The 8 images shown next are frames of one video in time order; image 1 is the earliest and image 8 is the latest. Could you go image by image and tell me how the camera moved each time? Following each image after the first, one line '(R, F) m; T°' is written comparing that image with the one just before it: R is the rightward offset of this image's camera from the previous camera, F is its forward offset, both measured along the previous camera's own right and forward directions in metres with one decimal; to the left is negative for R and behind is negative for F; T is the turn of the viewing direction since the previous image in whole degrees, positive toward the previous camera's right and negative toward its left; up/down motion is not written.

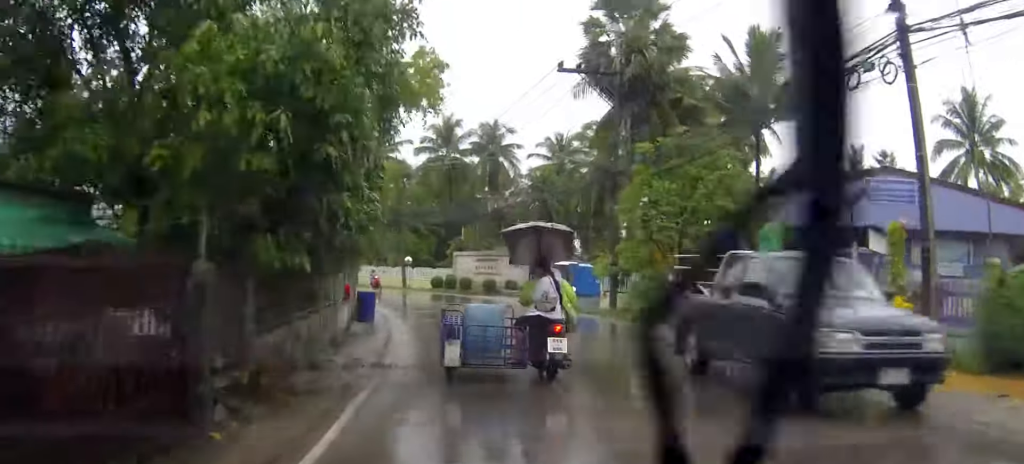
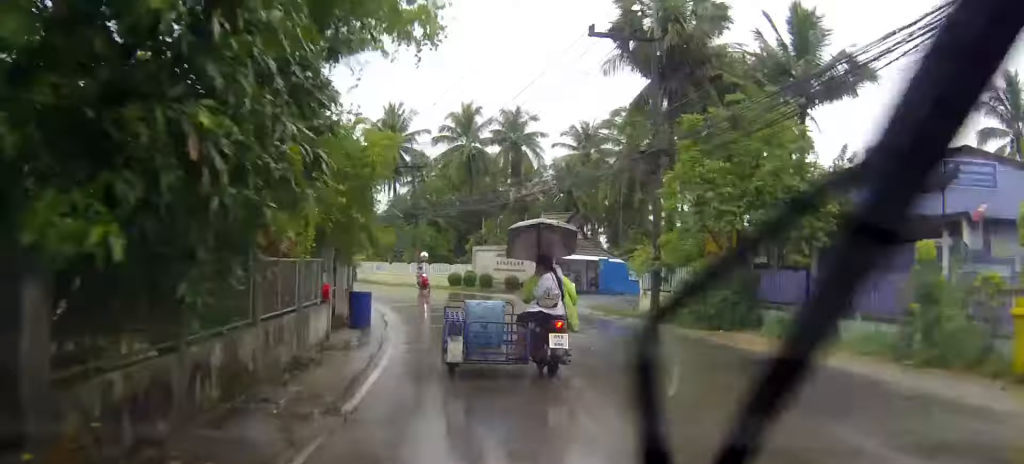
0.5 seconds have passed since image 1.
(+0.1, +4.8) m; -3°
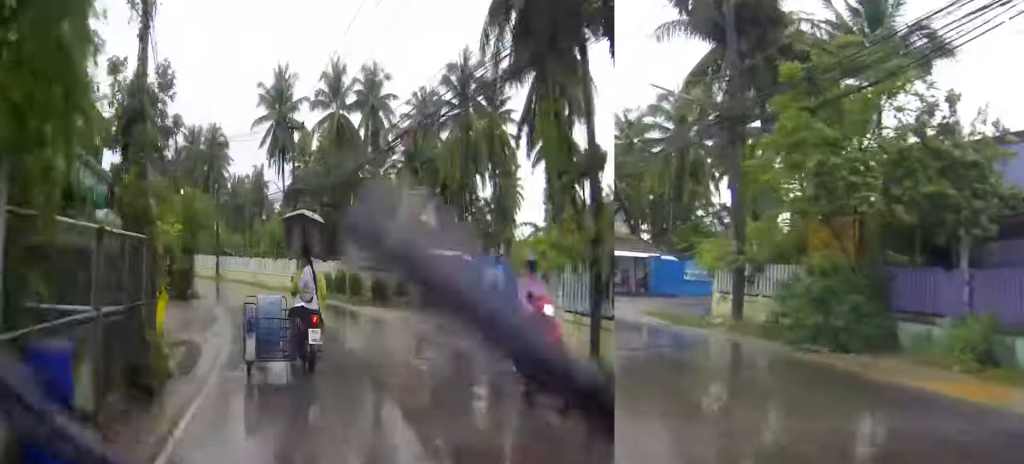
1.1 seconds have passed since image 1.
(-0.2, +6.4) m; -4°
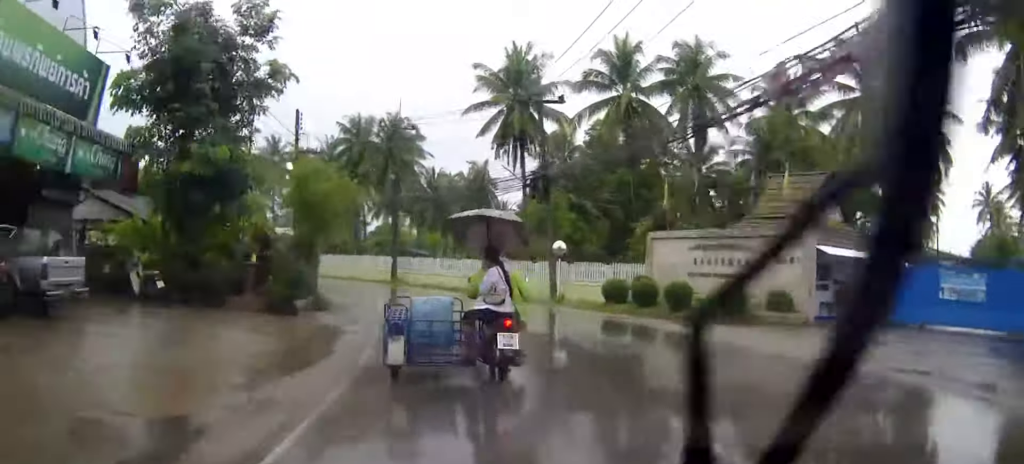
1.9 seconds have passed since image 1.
(-0.5, +7.6) m; -6°
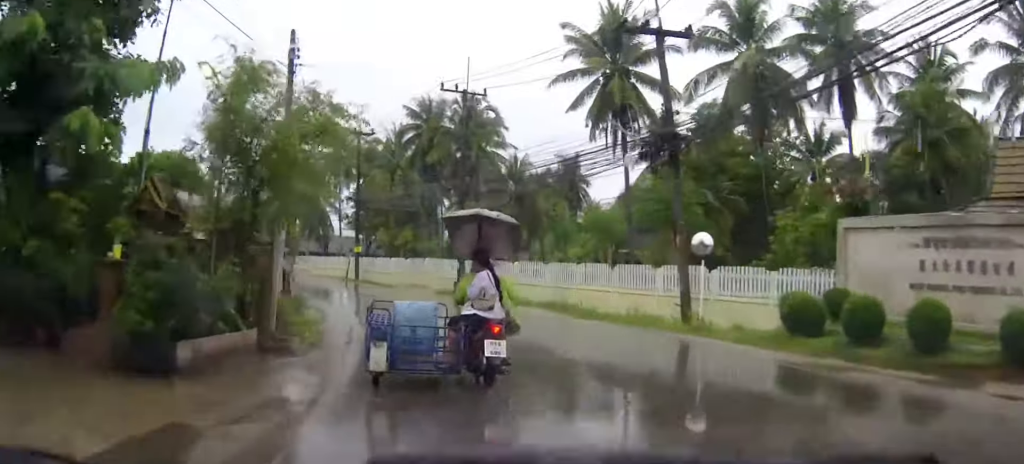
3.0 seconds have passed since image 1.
(-0.4, +11.4) m; -3°
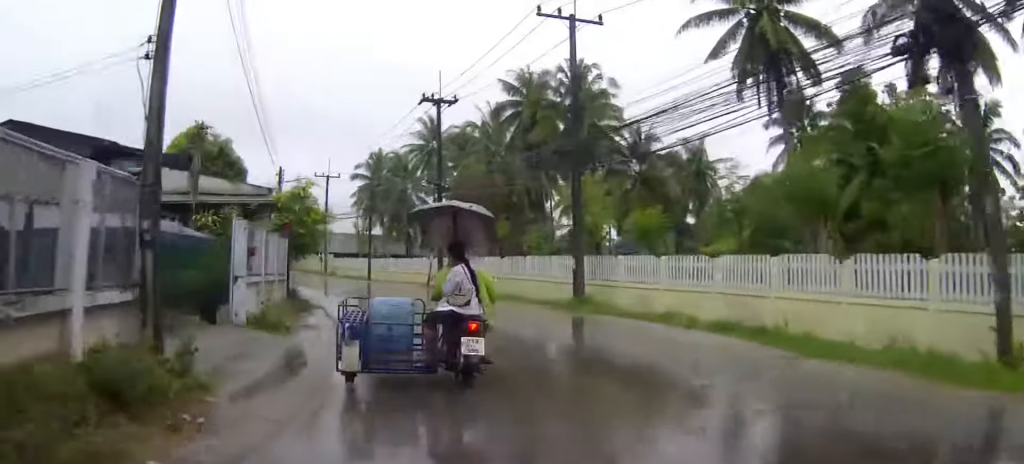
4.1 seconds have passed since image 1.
(-0.5, +12.0) m; -8°
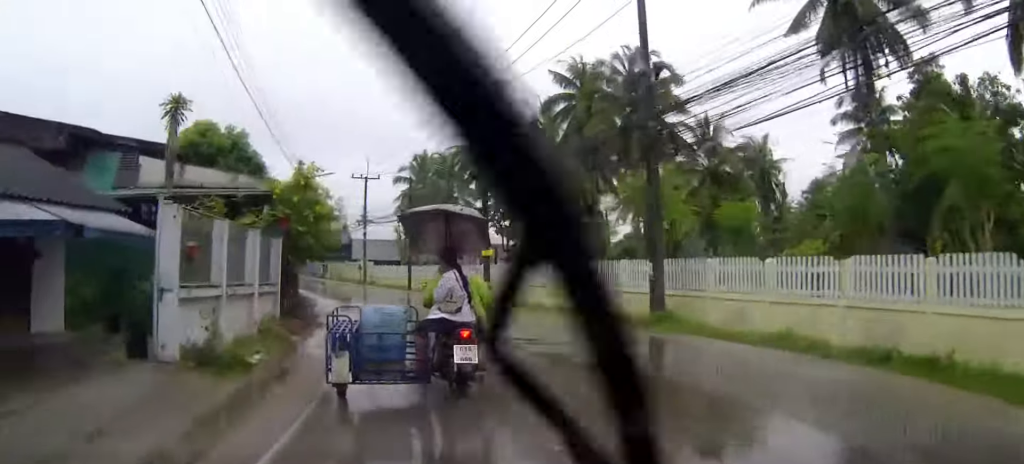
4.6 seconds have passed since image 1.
(-0.2, +5.1) m; -5°
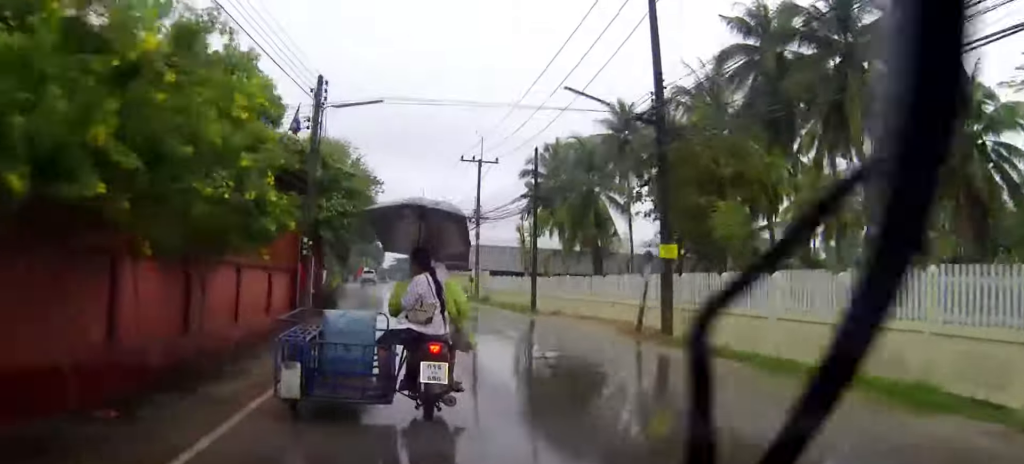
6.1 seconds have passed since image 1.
(-1.8, +15.5) m; -12°
